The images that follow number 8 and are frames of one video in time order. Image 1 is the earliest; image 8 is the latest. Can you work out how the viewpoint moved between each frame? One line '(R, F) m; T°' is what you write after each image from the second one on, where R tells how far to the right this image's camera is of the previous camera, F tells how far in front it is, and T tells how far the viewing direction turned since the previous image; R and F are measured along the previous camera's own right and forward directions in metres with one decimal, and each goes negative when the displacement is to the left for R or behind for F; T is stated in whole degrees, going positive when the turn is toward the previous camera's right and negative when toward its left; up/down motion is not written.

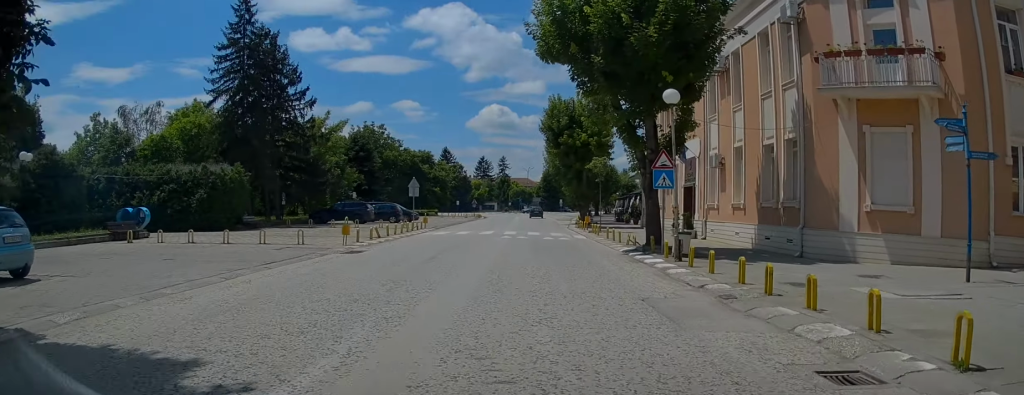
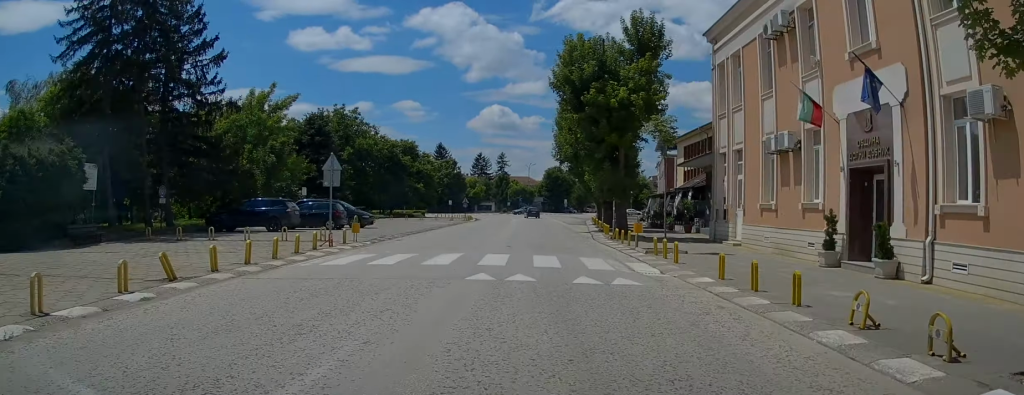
(0.0, +16.1) m; 0°
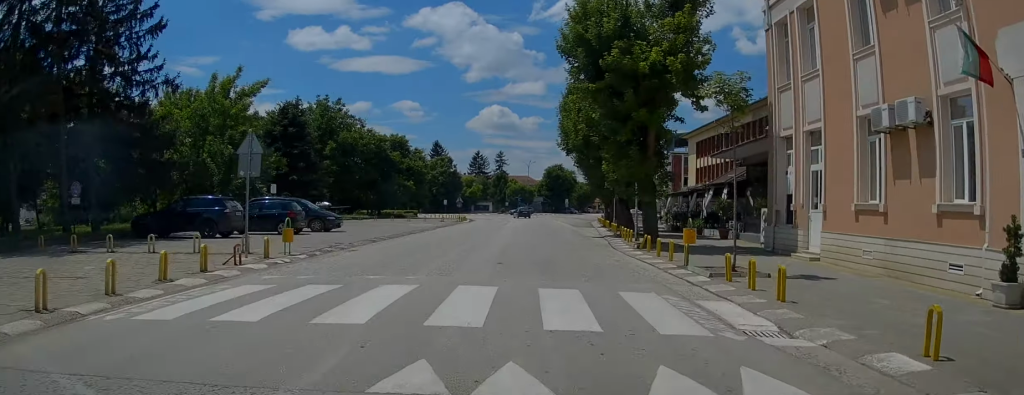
(0.0, +6.5) m; -1°
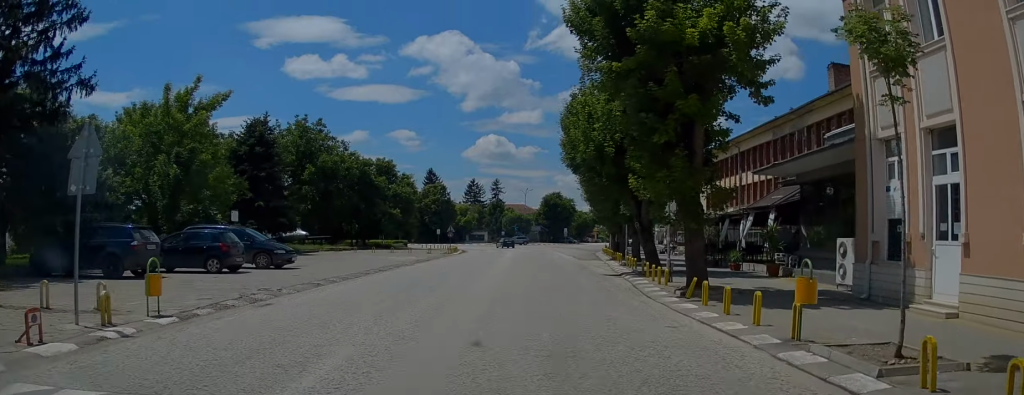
(+0.1, +6.1) m; -2°
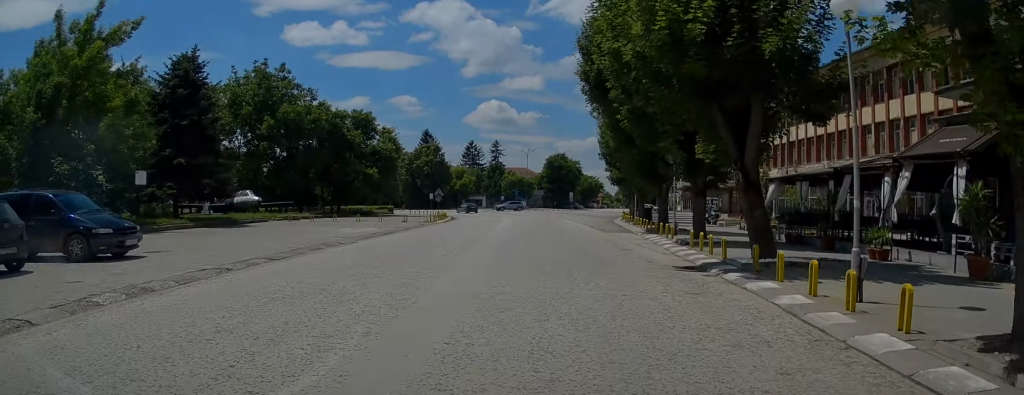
(-0.5, +11.1) m; 0°
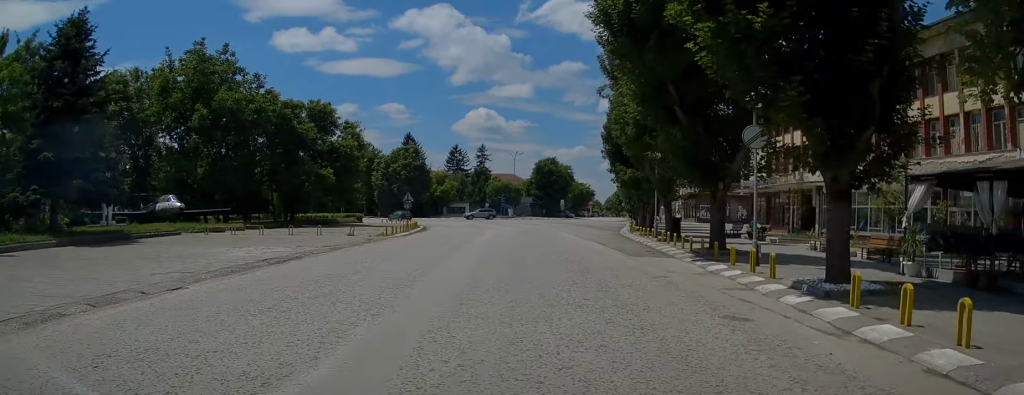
(+0.6, +10.0) m; +5°
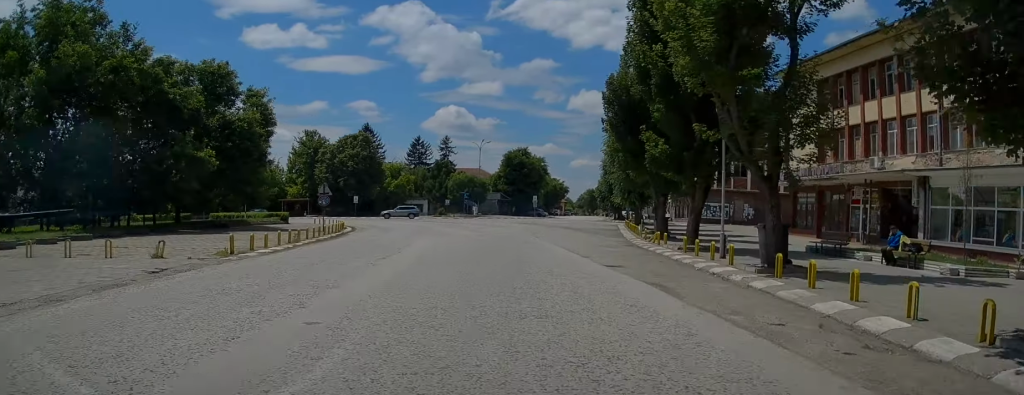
(+0.1, +14.6) m; +2°
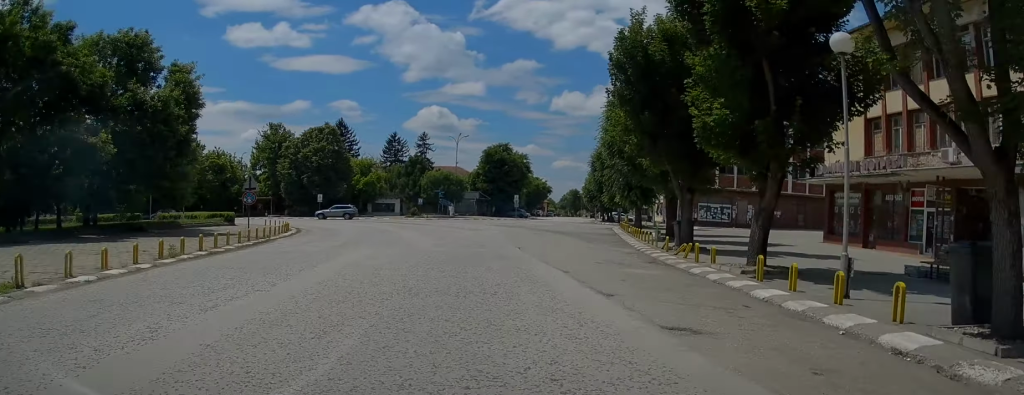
(+0.1, +7.7) m; +2°
